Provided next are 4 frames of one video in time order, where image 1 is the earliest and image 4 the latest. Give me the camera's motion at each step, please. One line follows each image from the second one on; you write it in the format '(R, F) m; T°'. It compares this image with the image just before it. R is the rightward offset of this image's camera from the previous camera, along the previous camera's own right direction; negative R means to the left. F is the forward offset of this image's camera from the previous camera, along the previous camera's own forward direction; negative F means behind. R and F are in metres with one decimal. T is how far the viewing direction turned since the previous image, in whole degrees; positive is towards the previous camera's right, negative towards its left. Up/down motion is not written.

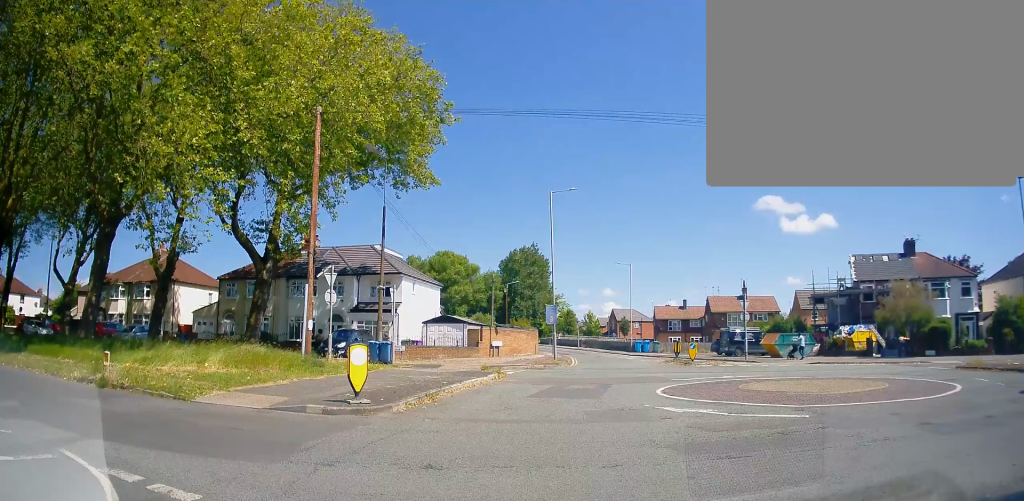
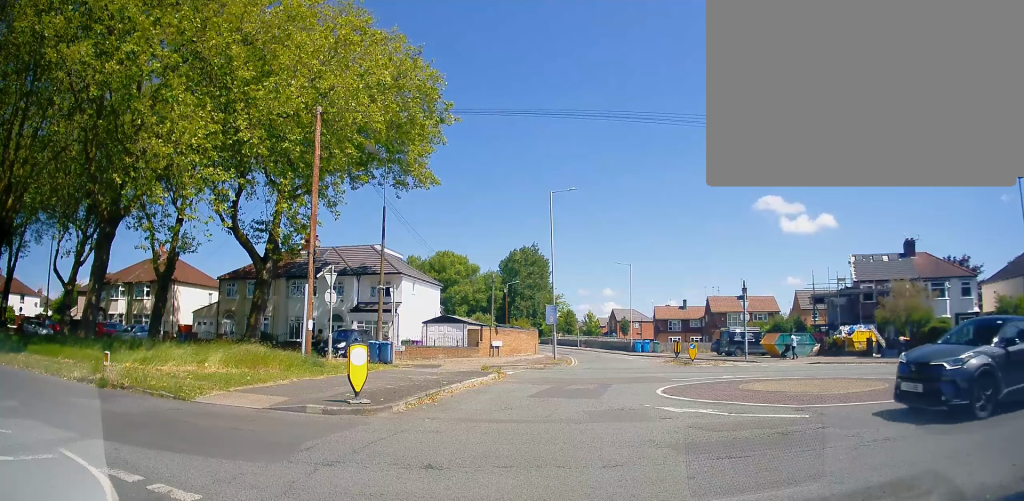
(0.0, 0.0) m; 0°
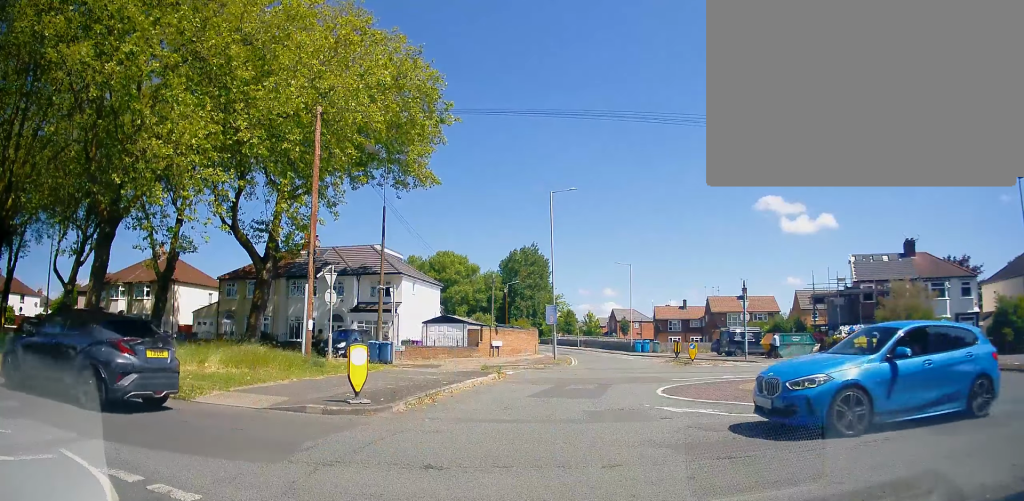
(0.0, 0.0) m; 0°
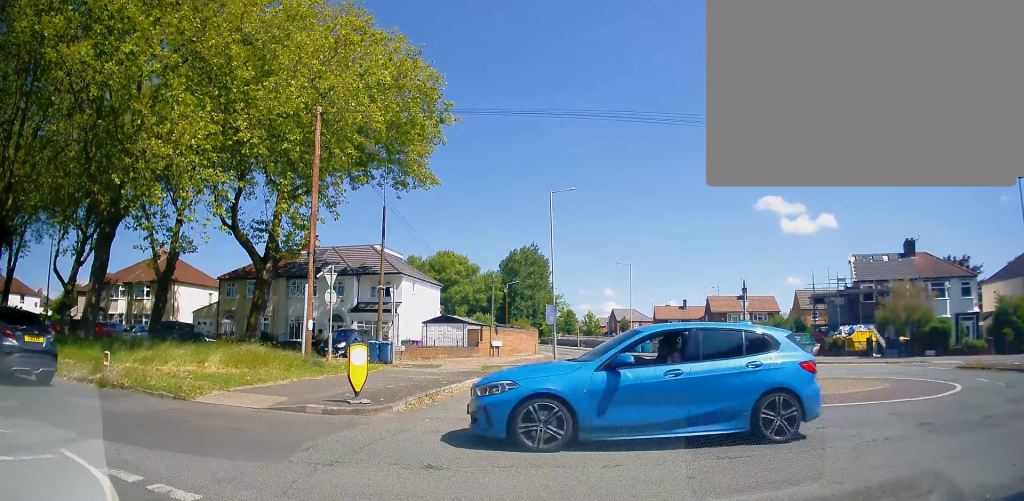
(0.0, 0.0) m; 0°
